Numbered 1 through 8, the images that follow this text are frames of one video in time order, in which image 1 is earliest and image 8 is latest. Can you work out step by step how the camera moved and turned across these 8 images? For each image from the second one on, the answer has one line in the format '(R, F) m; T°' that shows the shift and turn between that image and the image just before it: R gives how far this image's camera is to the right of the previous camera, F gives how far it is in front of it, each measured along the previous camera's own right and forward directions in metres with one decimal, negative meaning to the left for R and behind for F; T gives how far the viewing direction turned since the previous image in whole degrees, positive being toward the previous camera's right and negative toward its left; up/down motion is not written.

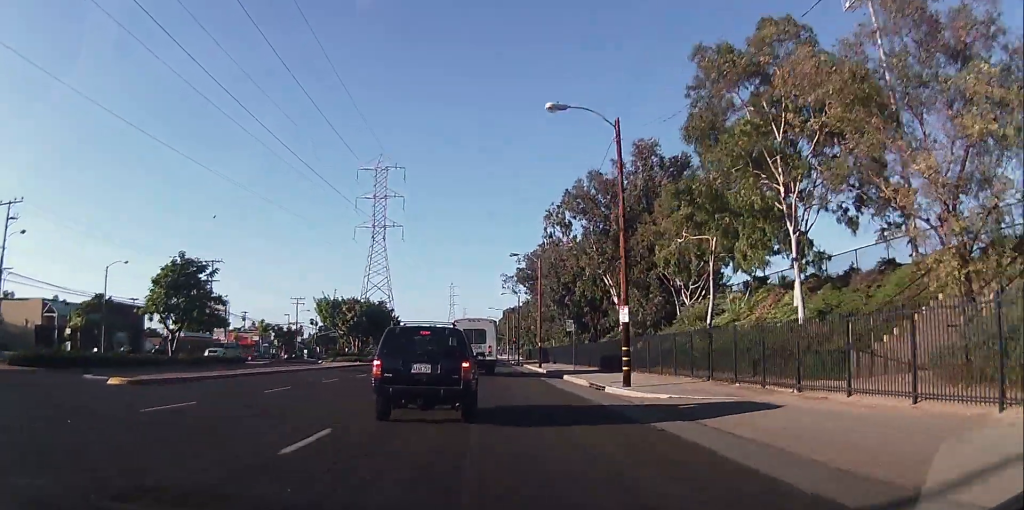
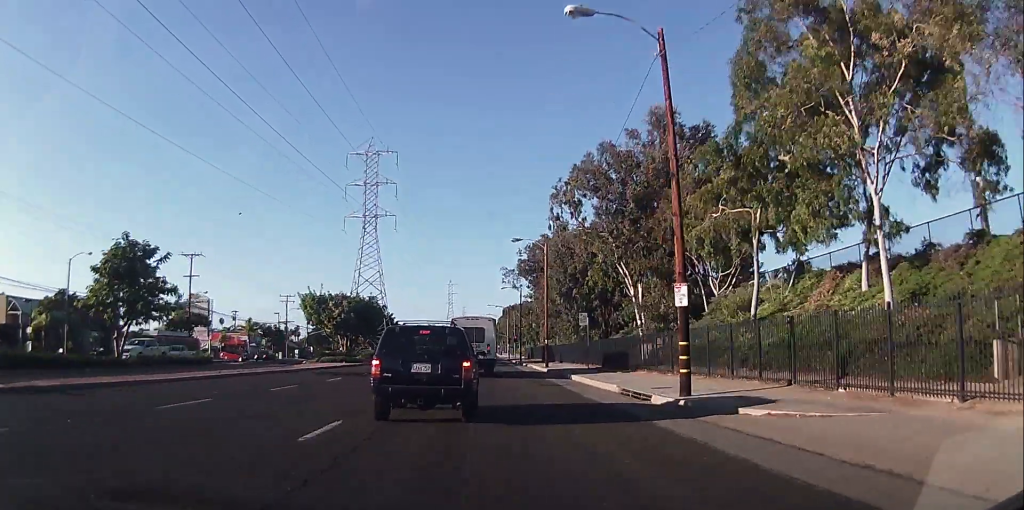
(0.0, +6.7) m; 0°
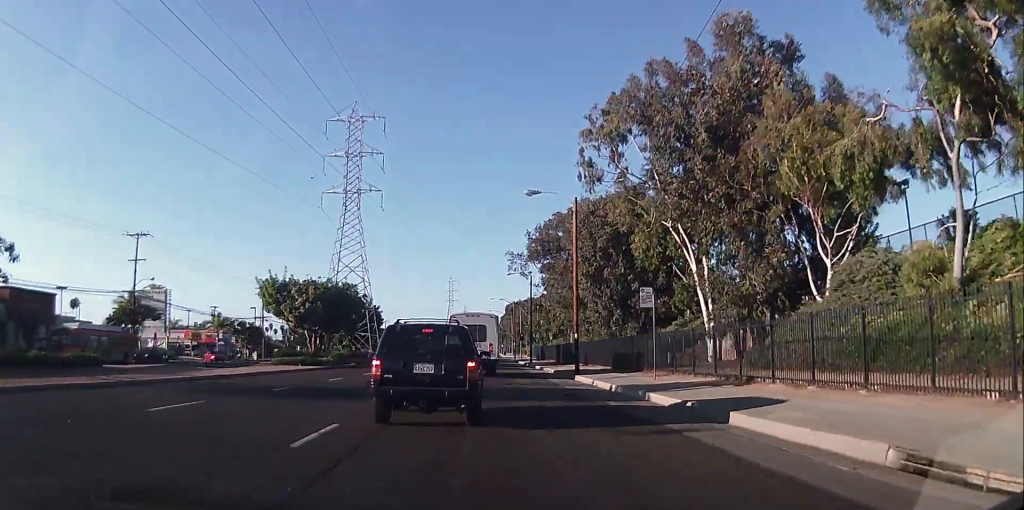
(0.0, +15.4) m; 0°
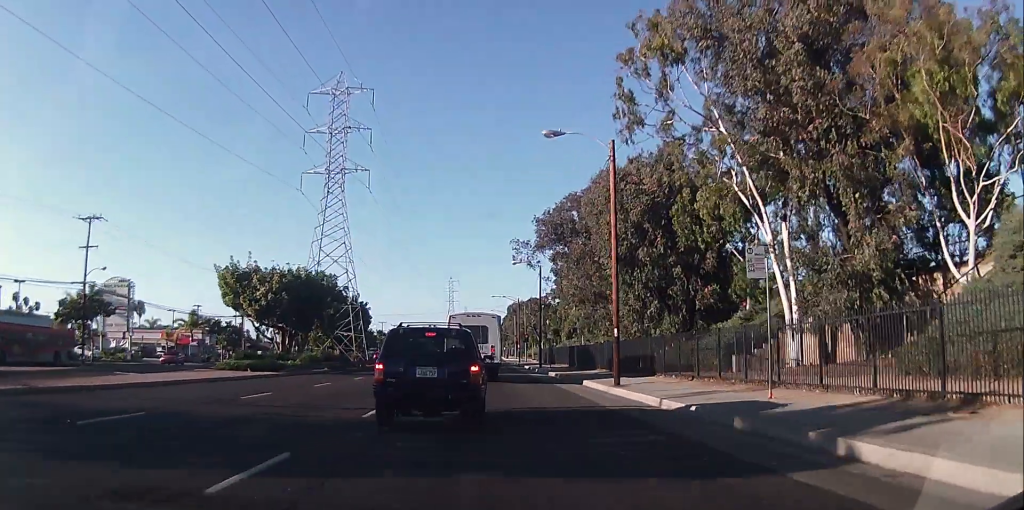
(0.0, +10.5) m; 0°
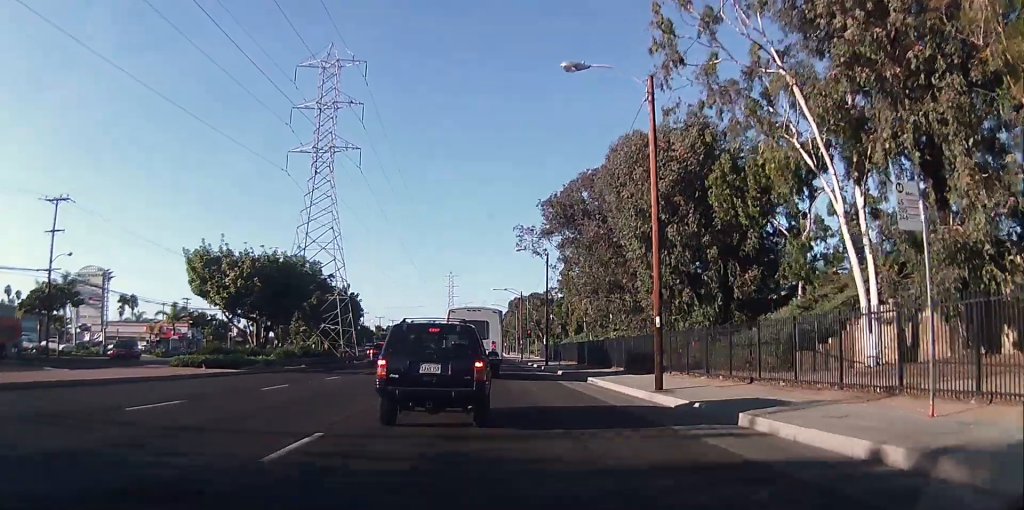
(0.0, +6.2) m; 0°
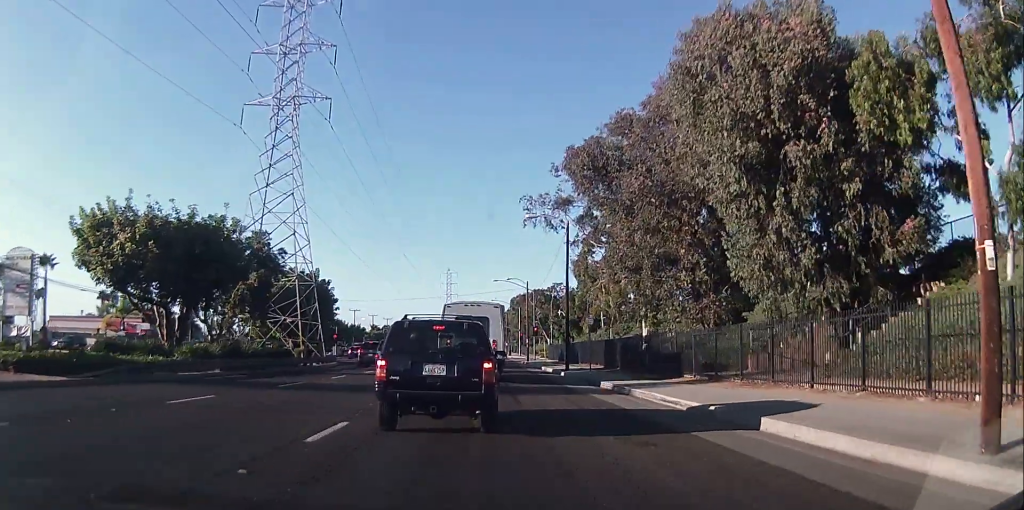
(0.0, +13.7) m; 0°
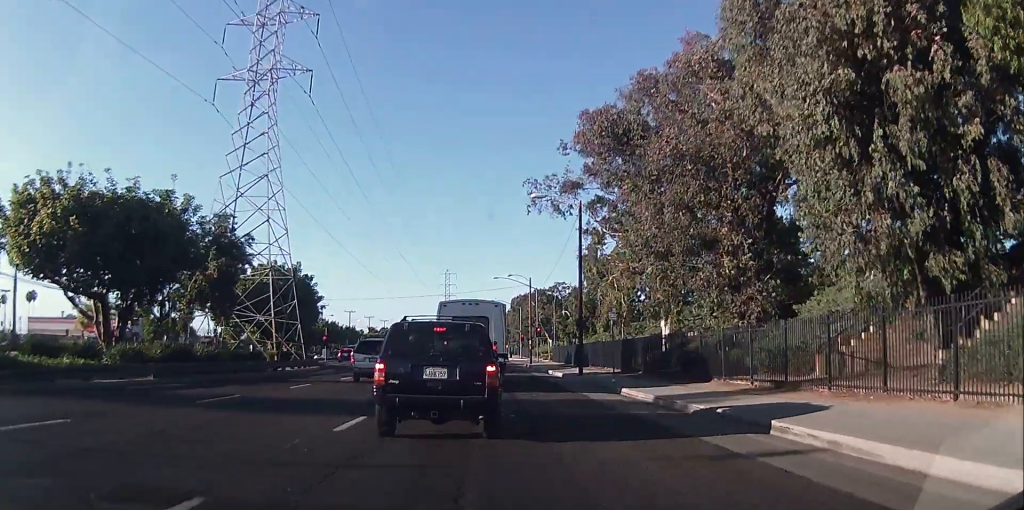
(0.0, +6.0) m; 0°
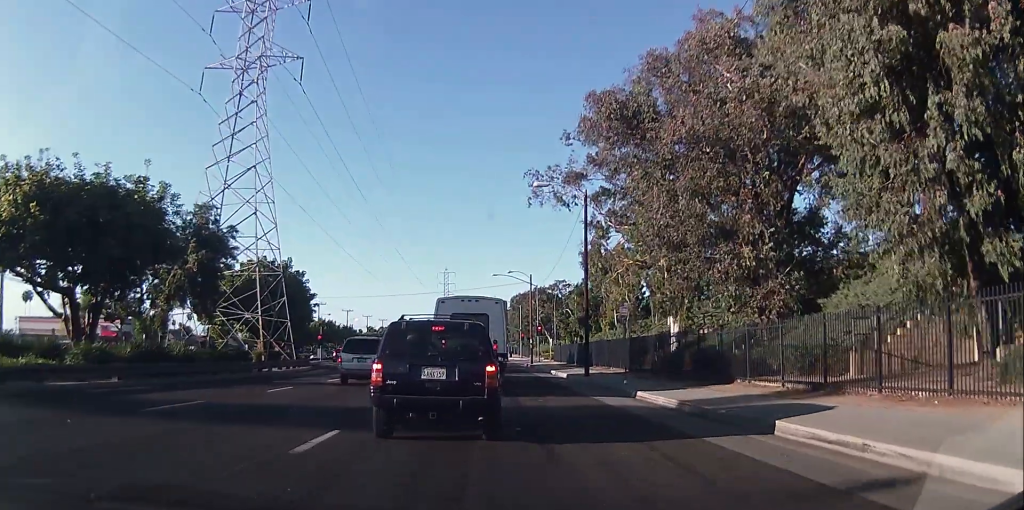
(0.0, +2.2) m; 0°
